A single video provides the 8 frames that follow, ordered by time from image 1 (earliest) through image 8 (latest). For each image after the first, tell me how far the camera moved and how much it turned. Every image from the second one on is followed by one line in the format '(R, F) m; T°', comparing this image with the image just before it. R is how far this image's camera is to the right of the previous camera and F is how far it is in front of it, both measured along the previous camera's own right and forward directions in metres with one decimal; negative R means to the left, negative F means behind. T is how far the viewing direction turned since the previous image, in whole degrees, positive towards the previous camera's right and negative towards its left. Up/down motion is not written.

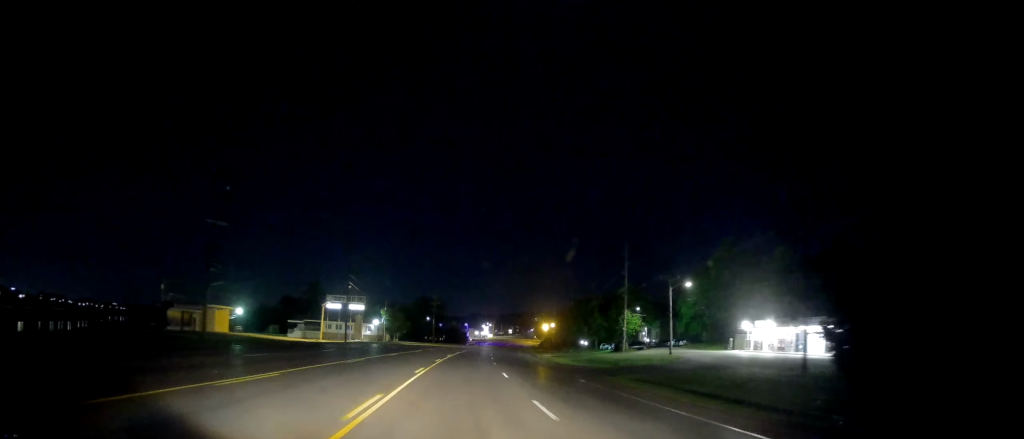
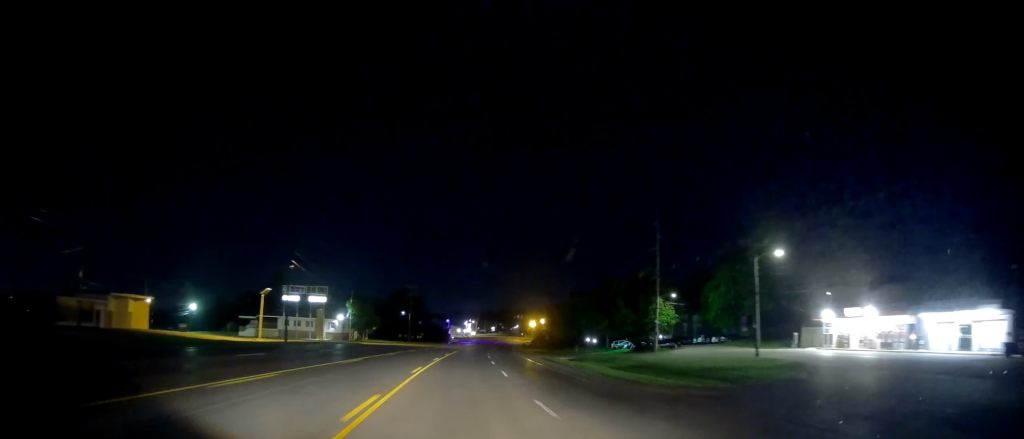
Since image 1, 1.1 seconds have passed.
(+0.8, +24.2) m; +3°
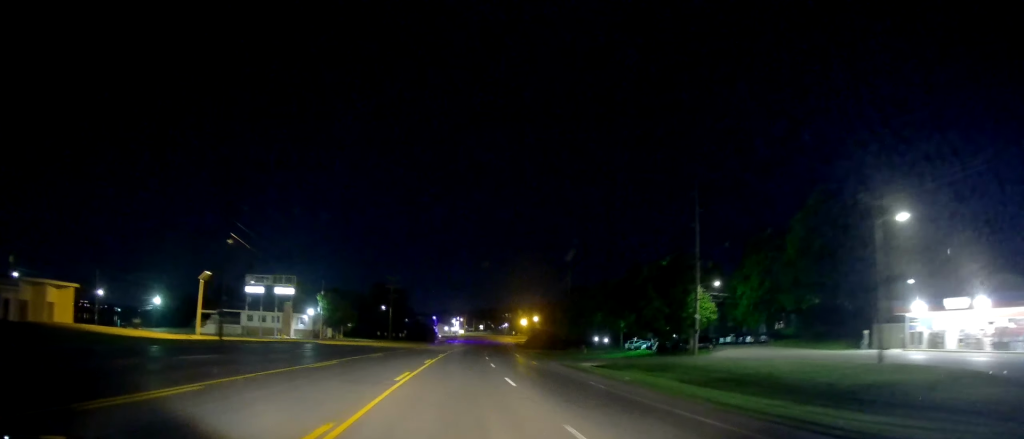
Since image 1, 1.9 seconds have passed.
(+0.4, +16.4) m; +1°
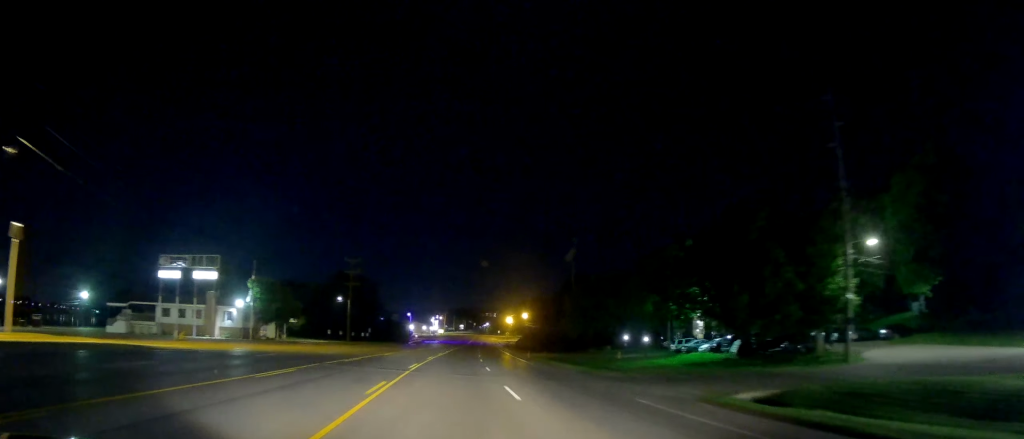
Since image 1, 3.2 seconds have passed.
(0.0, +28.7) m; +1°
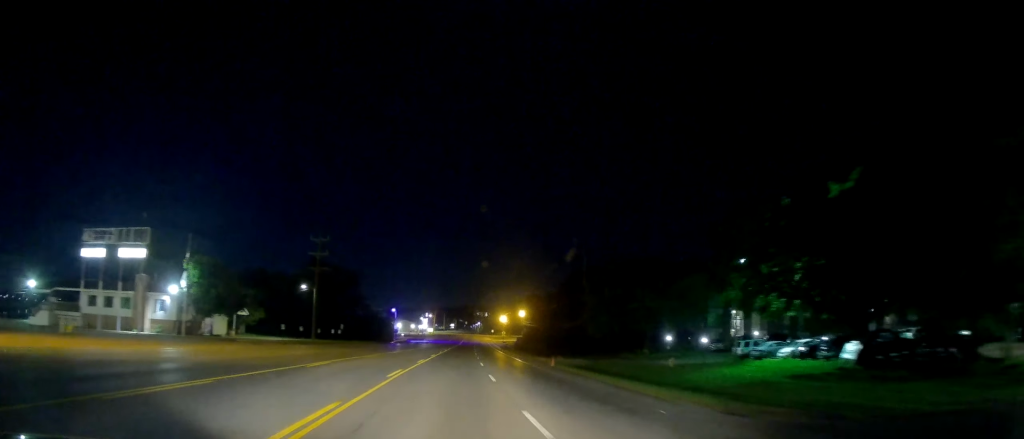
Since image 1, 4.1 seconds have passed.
(+0.1, +18.2) m; +1°
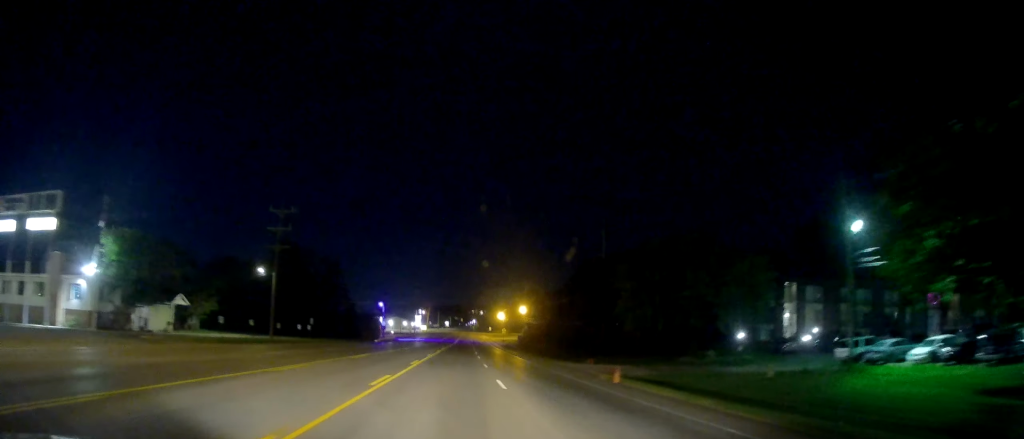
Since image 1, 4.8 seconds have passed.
(+0.2, +16.1) m; +1°
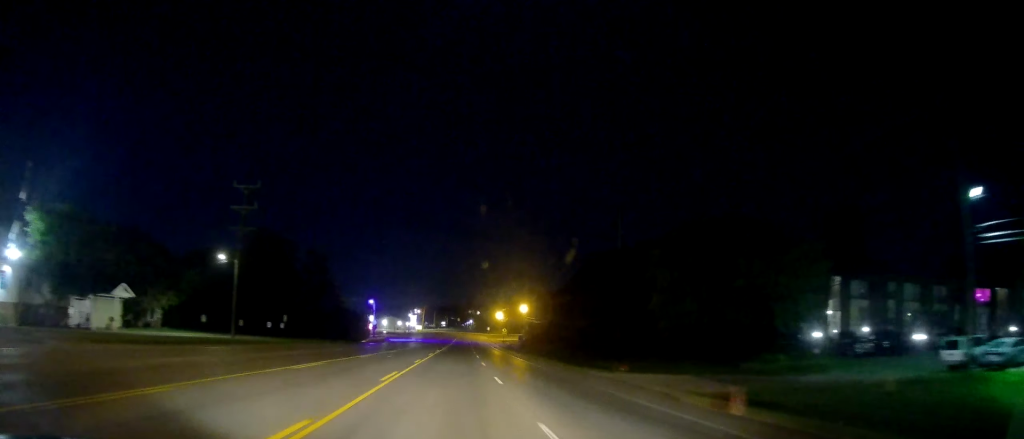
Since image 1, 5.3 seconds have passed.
(+0.1, +10.3) m; 0°
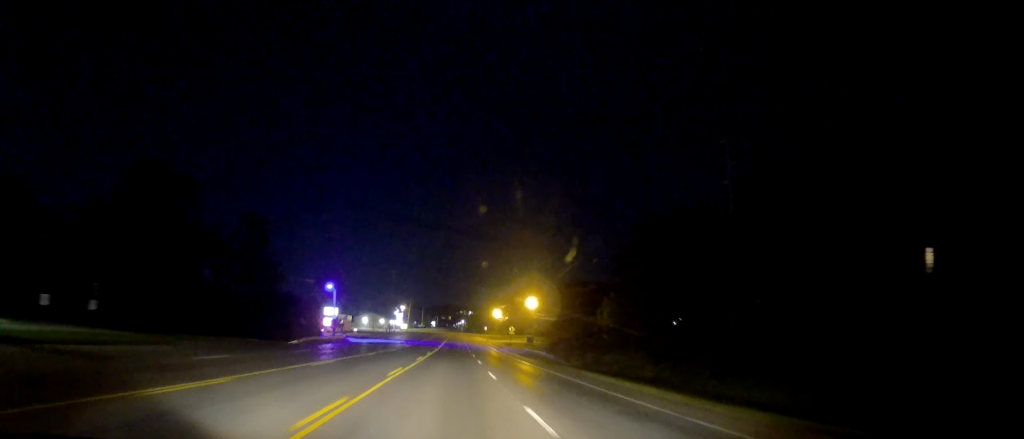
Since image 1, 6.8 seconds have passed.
(0.0, +33.8) m; +2°
